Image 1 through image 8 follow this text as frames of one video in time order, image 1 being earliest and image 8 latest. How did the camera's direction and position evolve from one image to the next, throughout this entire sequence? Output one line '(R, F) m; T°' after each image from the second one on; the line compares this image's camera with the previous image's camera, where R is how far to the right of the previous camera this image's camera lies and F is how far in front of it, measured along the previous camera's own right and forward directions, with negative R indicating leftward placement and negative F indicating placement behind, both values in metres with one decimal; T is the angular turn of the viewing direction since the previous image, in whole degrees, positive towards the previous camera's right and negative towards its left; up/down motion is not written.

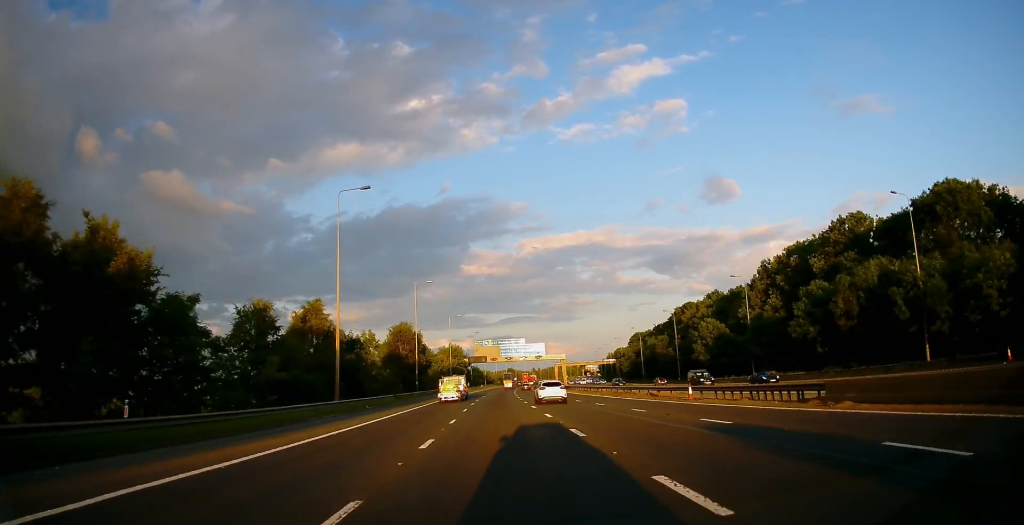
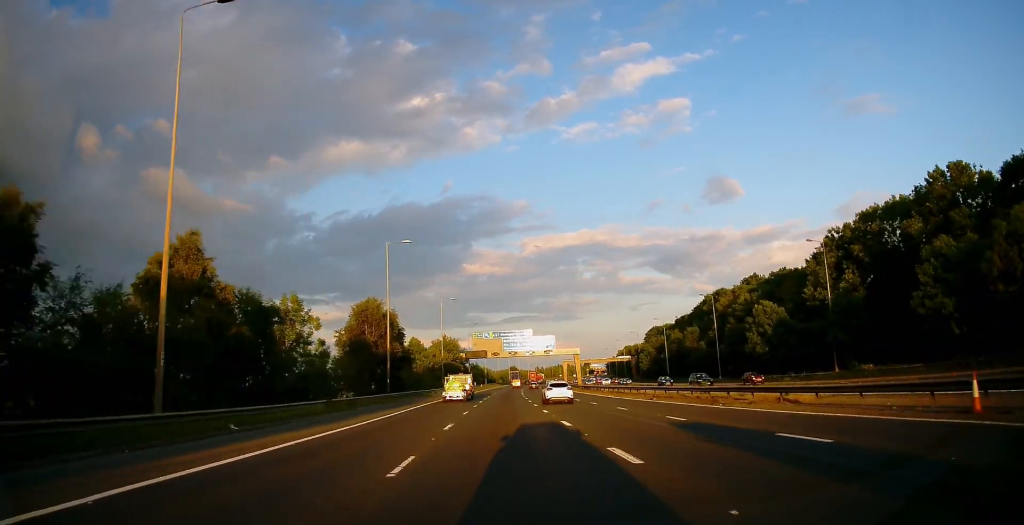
(+0.1, +22.4) m; 0°
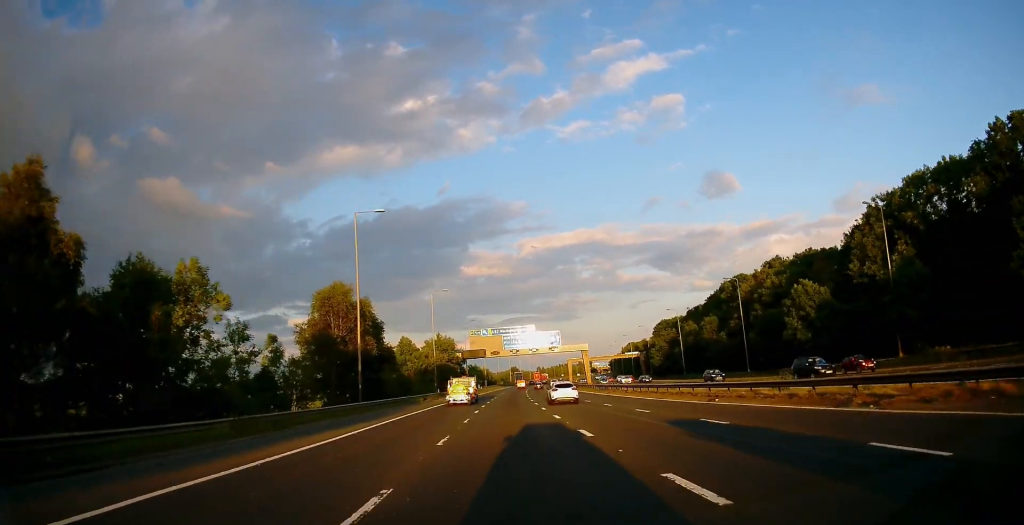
(0.0, +12.2) m; 0°
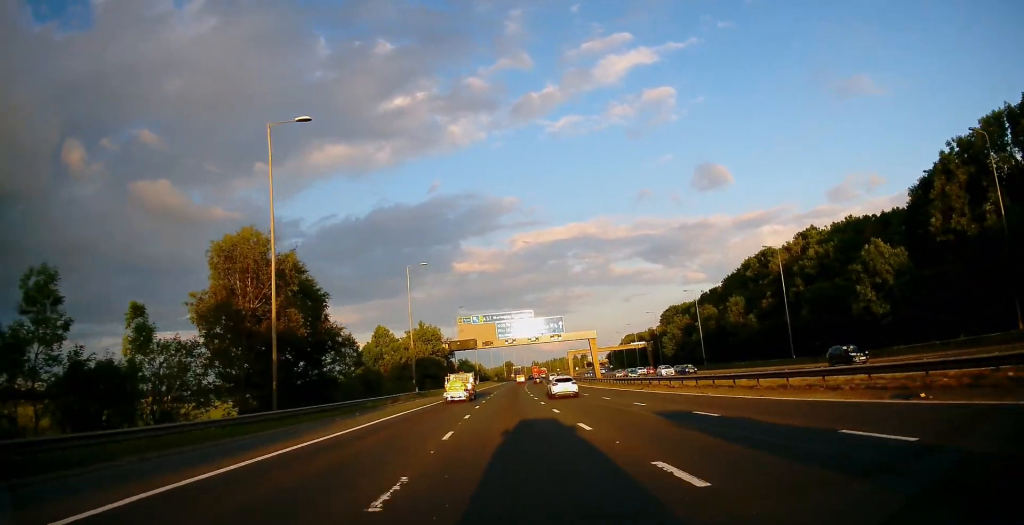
(+0.1, +16.8) m; +1°
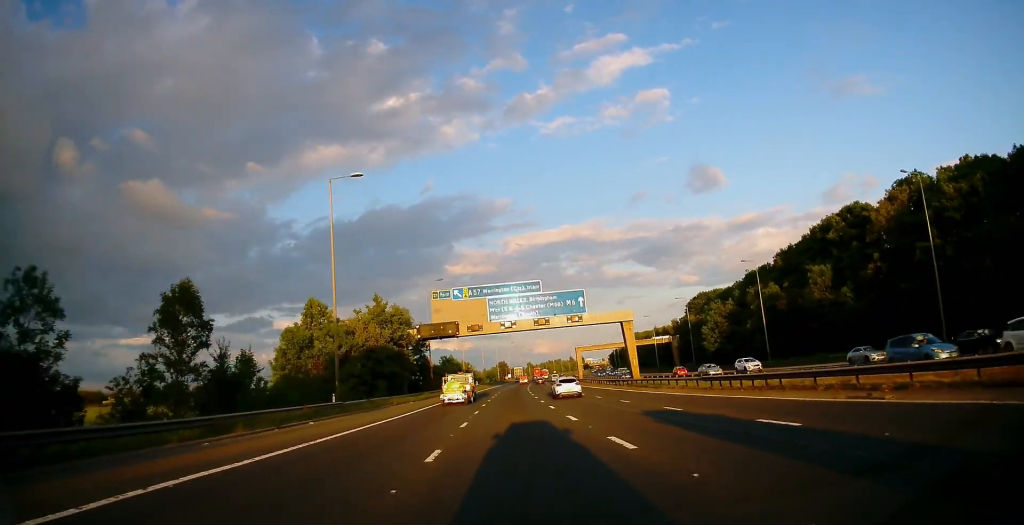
(+0.4, +30.5) m; +1°
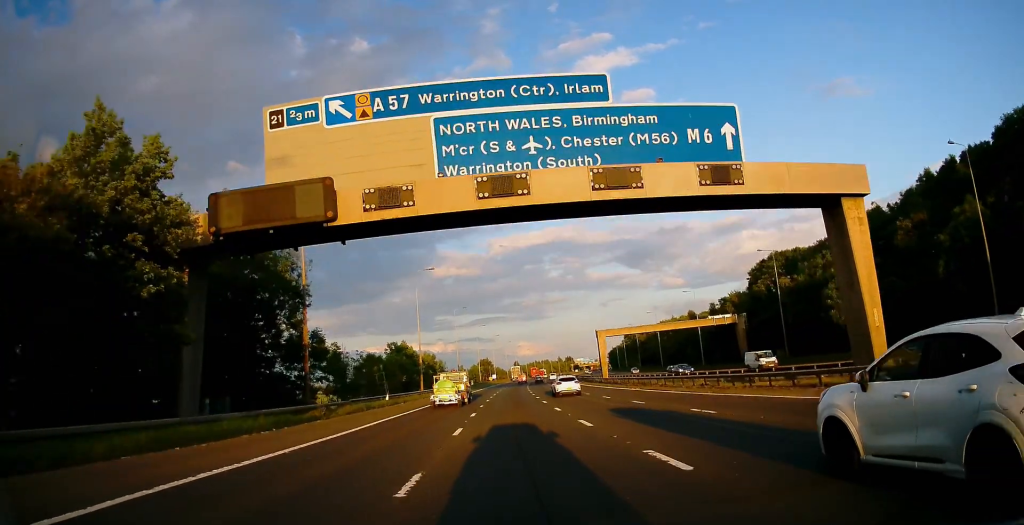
(+0.3, +45.8) m; +1°
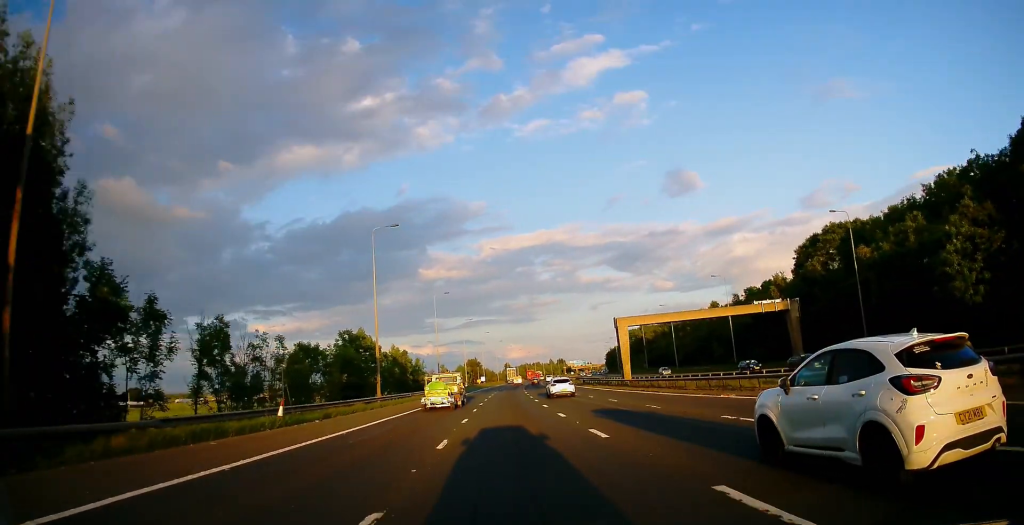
(+0.3, +19.4) m; +1°
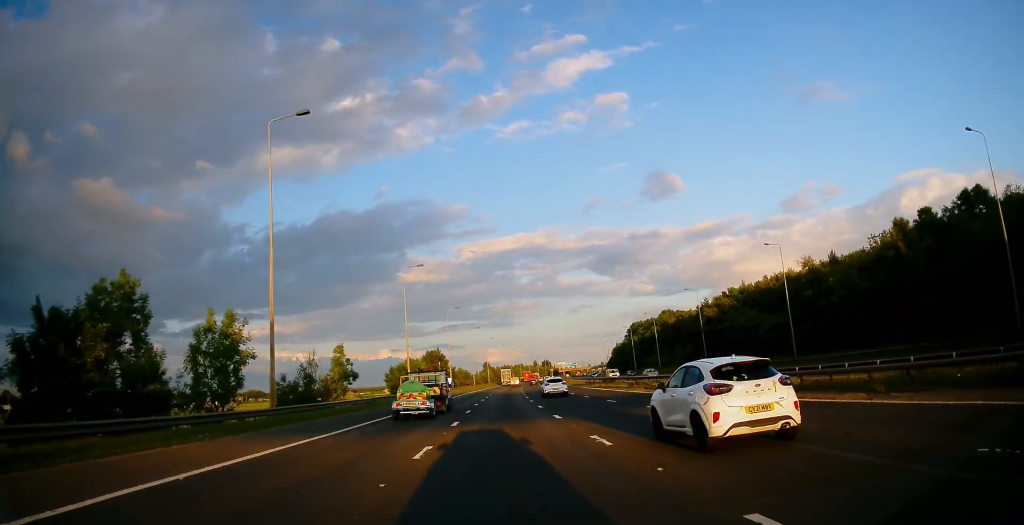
(+0.7, +53.4) m; +2°
